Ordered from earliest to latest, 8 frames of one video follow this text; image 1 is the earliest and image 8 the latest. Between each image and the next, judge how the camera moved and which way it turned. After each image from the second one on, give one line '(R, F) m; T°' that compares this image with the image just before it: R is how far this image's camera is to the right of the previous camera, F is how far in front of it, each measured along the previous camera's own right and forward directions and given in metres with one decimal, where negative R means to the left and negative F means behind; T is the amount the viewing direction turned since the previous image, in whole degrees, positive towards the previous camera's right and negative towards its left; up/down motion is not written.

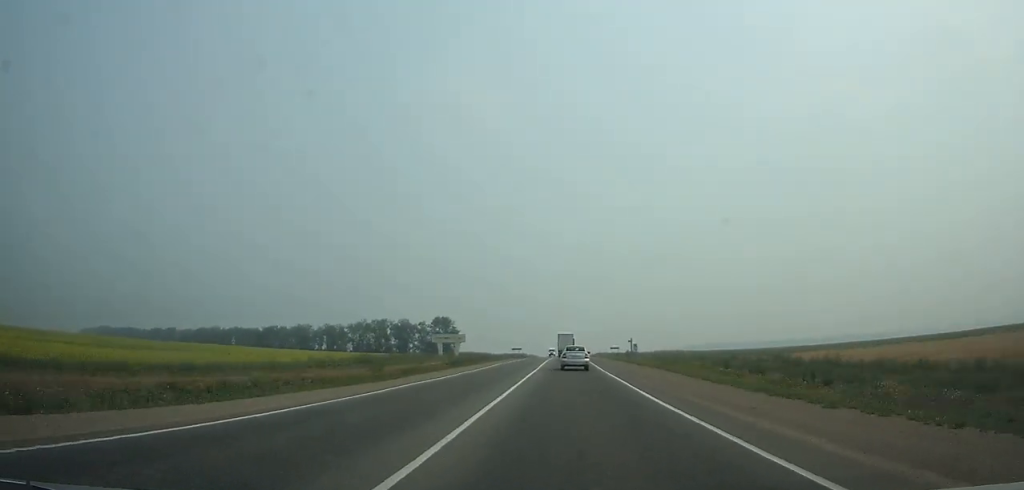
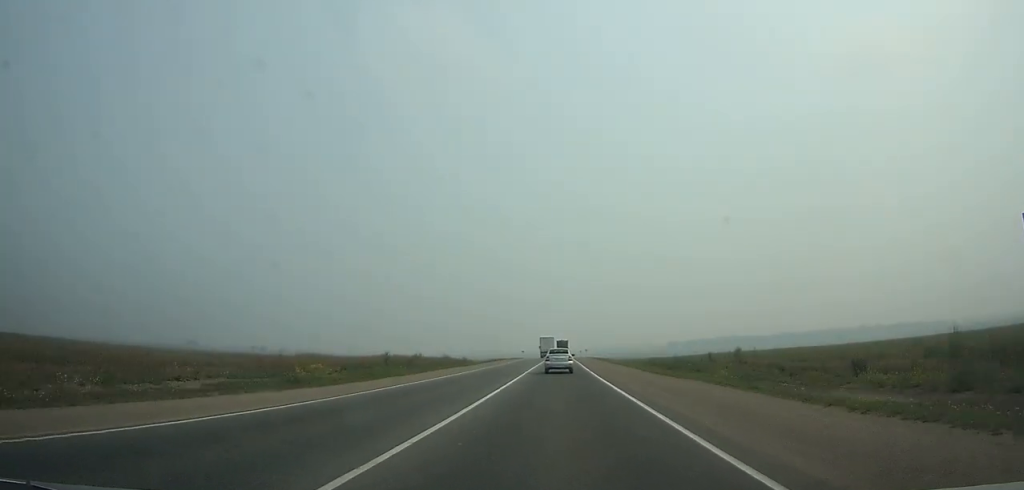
(+1.1, +197.6) m; 0°
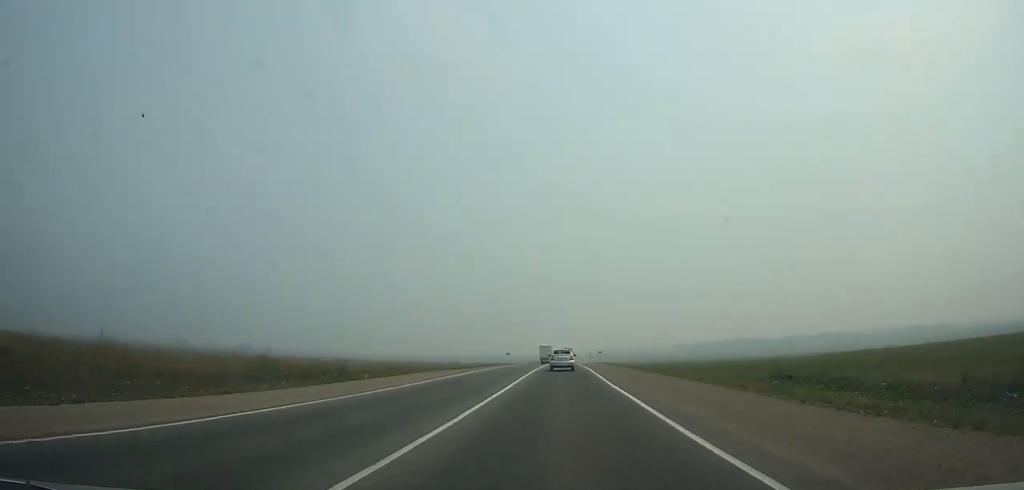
(-0.1, +49.7) m; 0°
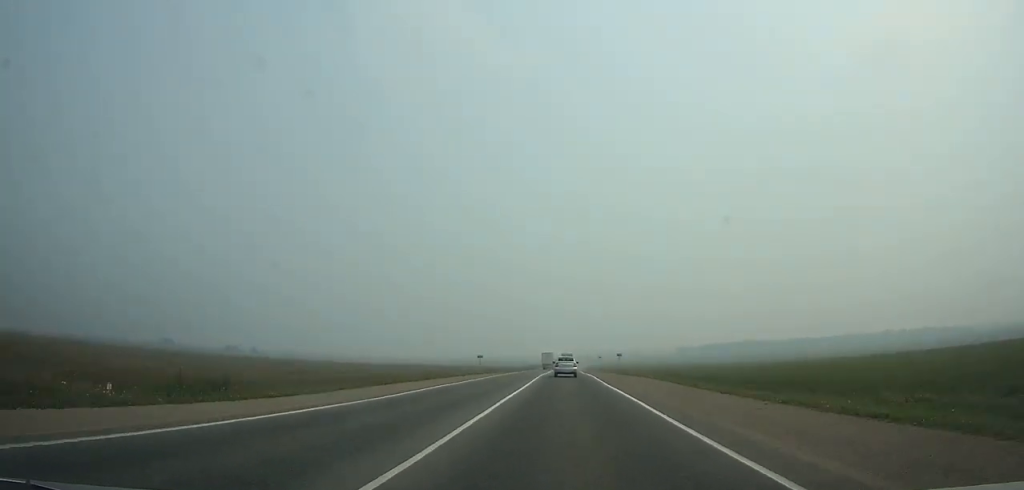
(0.0, +39.1) m; 0°
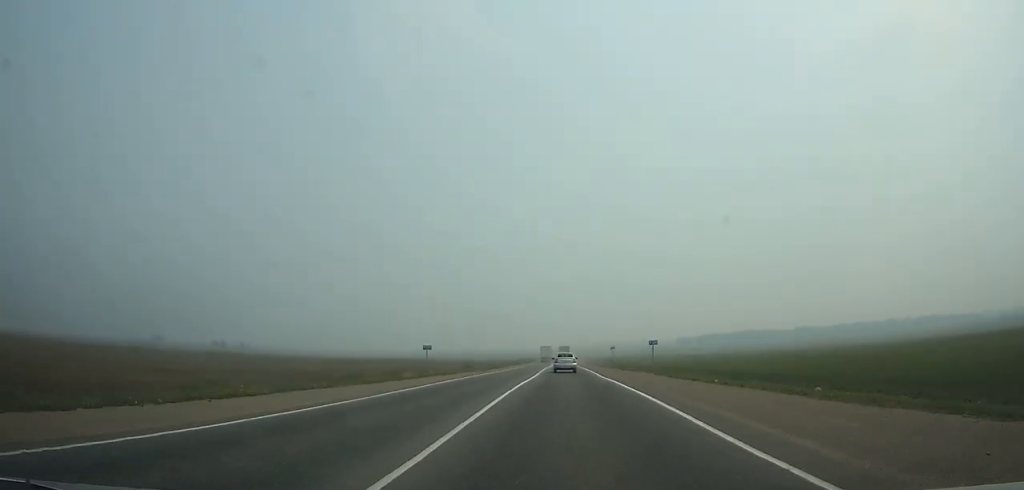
(0.0, +28.7) m; 0°
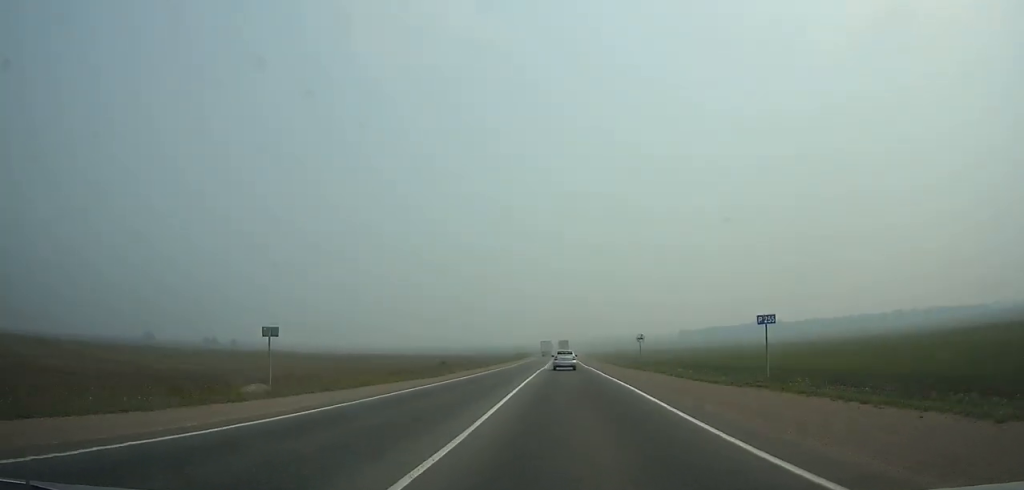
(0.0, +25.5) m; 0°
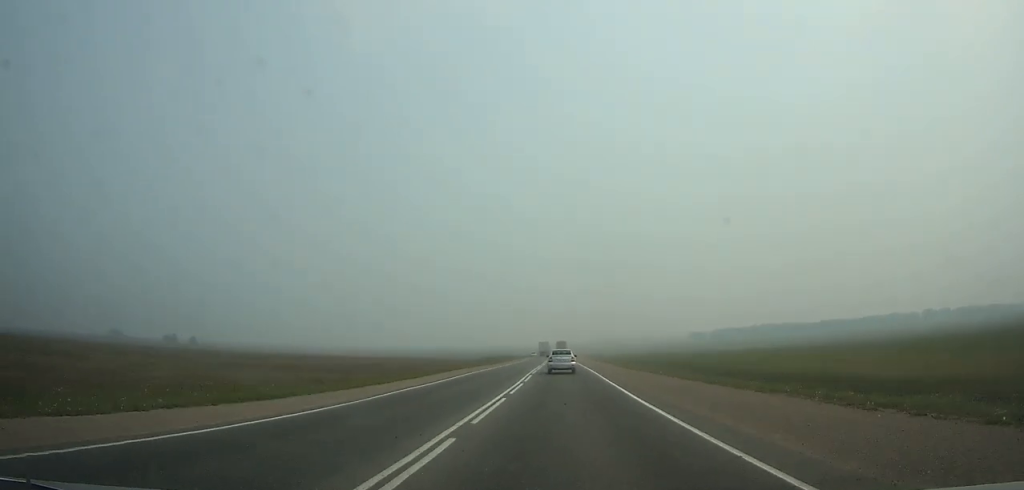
(+0.2, +91.7) m; 0°
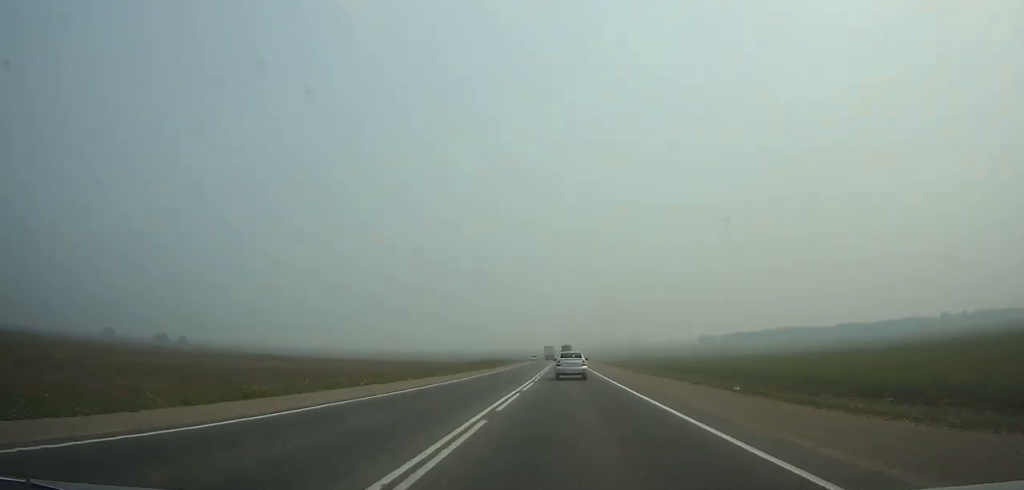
(+0.1, +29.9) m; 0°
